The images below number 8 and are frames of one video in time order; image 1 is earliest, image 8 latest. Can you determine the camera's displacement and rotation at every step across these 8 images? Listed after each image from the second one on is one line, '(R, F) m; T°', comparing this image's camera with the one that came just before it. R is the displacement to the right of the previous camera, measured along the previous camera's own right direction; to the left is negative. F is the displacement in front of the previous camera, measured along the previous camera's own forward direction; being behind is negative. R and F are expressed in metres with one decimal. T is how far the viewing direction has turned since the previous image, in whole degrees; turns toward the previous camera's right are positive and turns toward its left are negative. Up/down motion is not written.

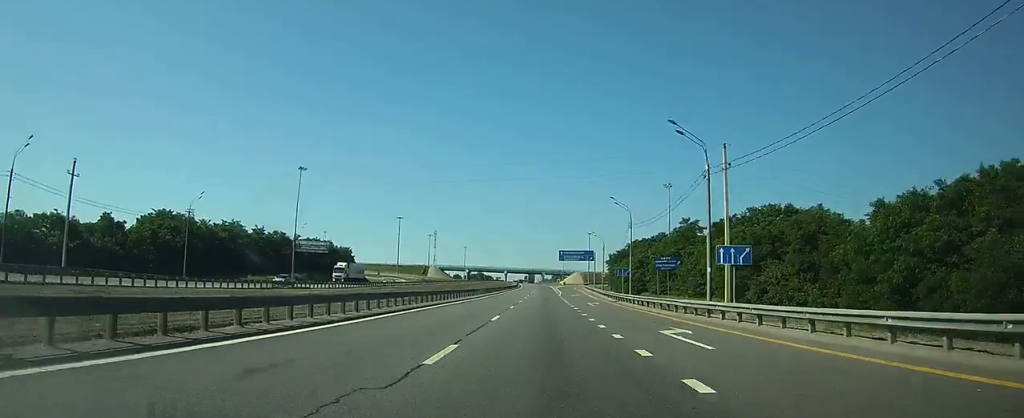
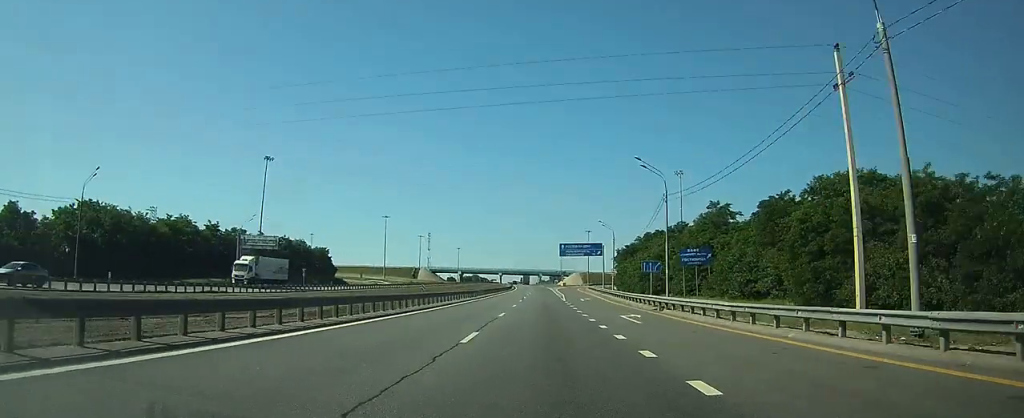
(-0.1, +20.3) m; 0°
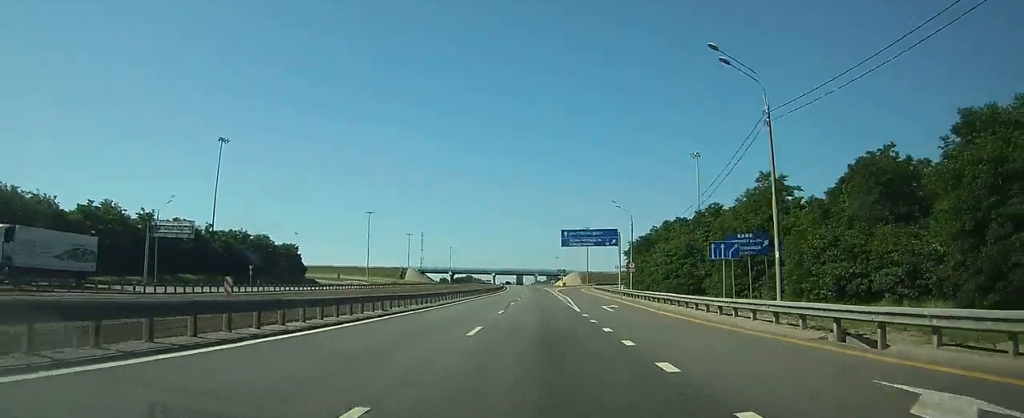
(0.0, +22.0) m; 0°
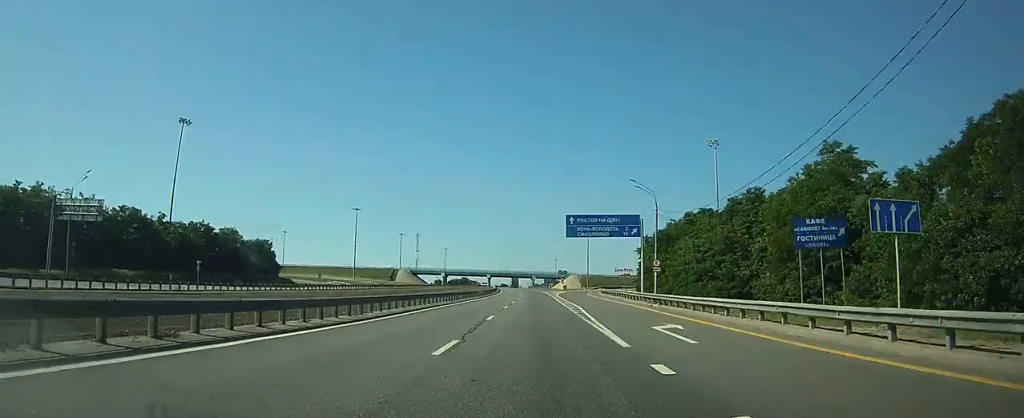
(+0.1, +15.9) m; 0°
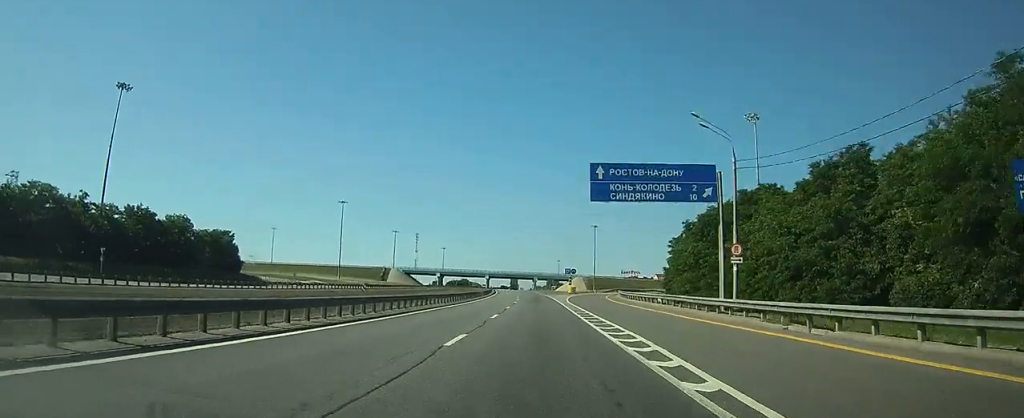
(0.0, +21.4) m; 0°
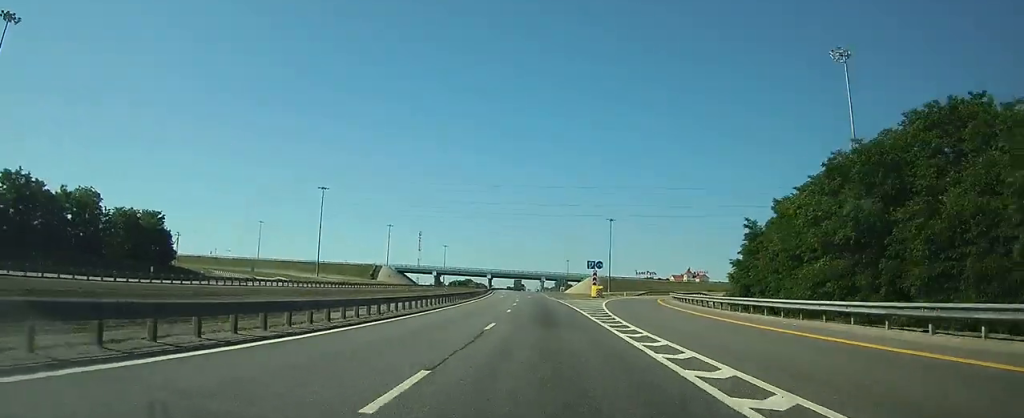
(0.0, +28.9) m; 0°
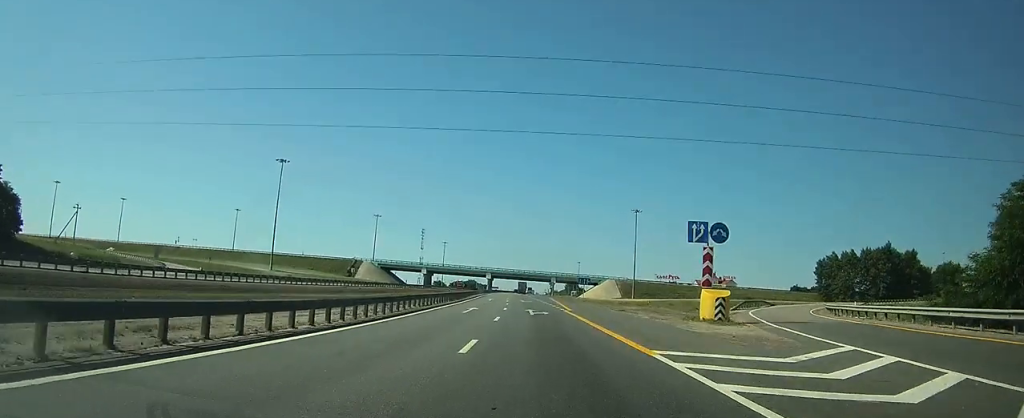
(0.0, +37.2) m; 0°
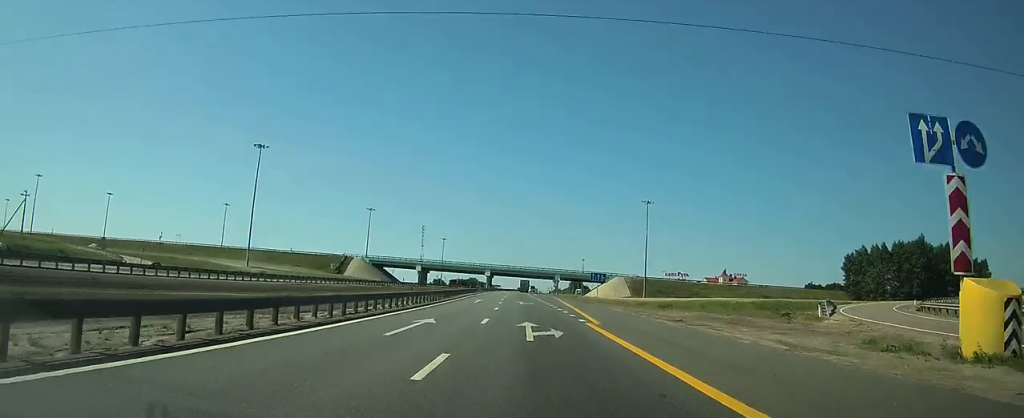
(0.0, +13.0) m; 0°
